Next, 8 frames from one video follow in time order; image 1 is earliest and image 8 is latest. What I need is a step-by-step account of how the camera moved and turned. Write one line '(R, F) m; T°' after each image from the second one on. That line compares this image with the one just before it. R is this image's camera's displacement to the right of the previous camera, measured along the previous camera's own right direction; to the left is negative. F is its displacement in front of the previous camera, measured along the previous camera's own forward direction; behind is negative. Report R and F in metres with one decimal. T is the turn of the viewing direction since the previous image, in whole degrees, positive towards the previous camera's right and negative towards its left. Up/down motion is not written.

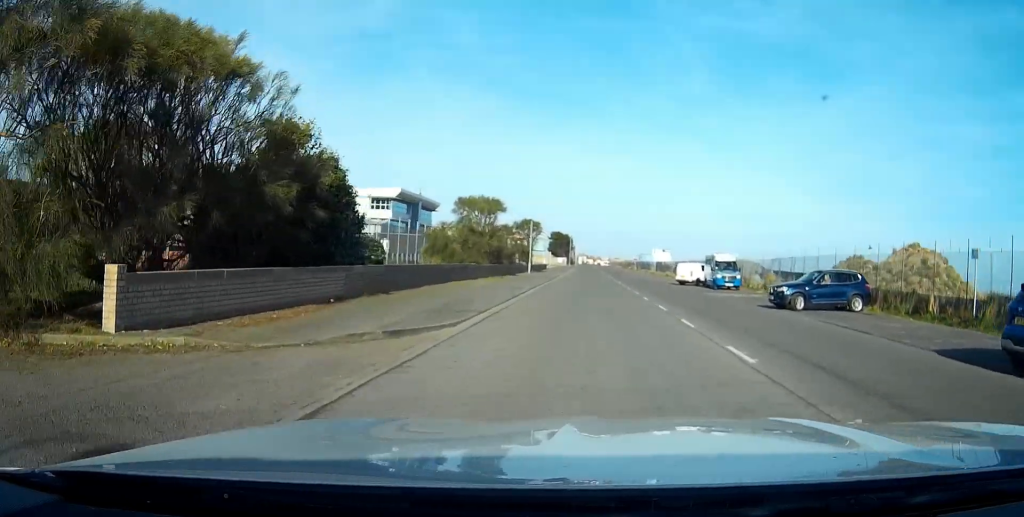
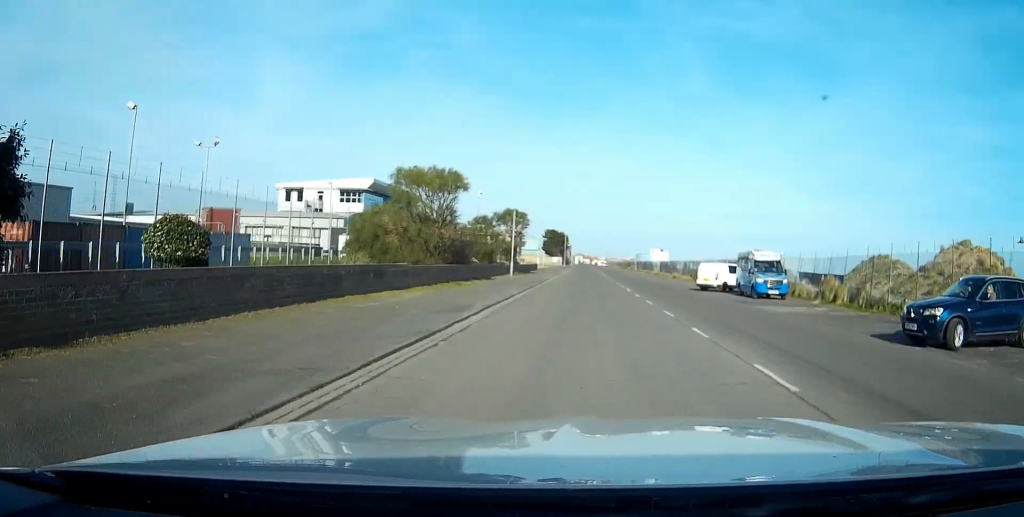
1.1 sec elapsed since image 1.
(+0.1, +13.5) m; +1°
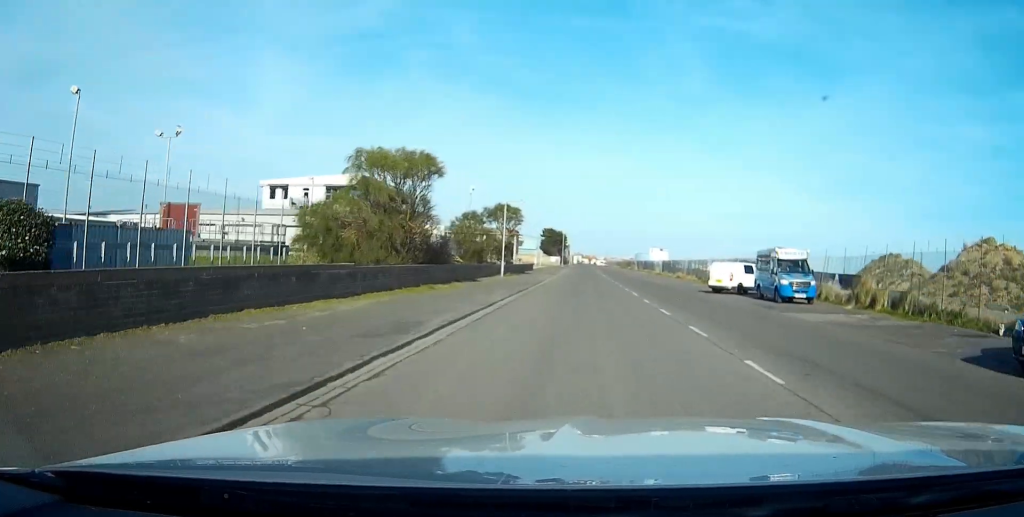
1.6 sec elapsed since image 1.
(0.0, +5.2) m; 0°
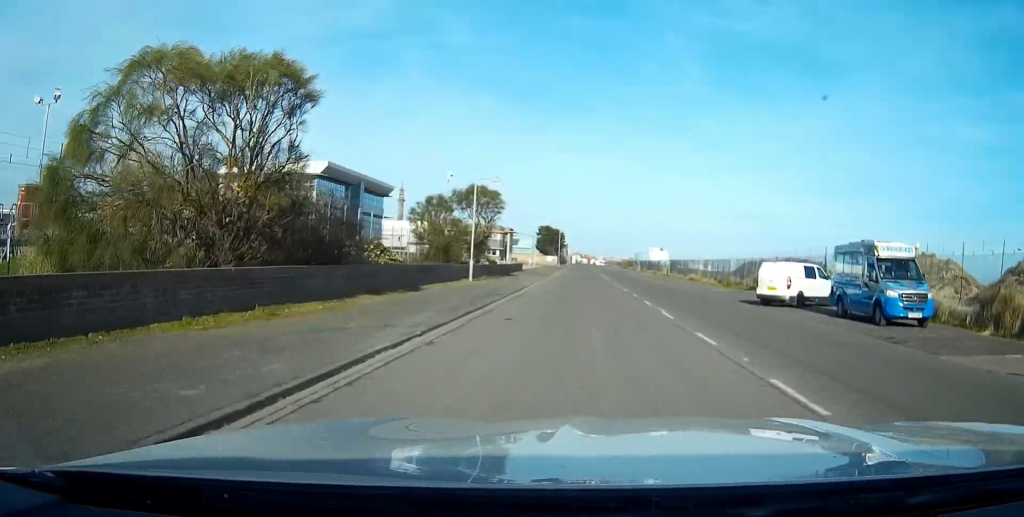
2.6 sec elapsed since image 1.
(0.0, +12.9) m; 0°
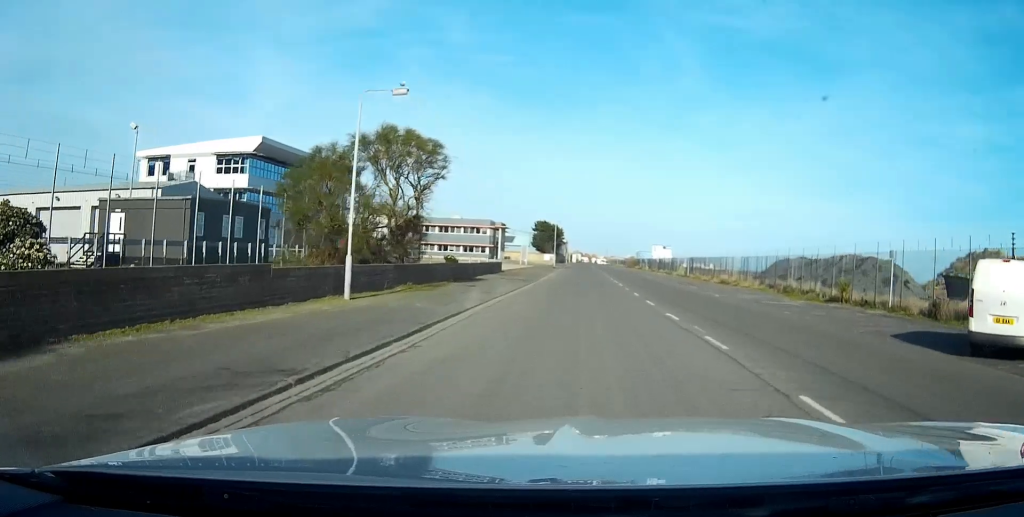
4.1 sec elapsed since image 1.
(+0.1, +18.9) m; 0°
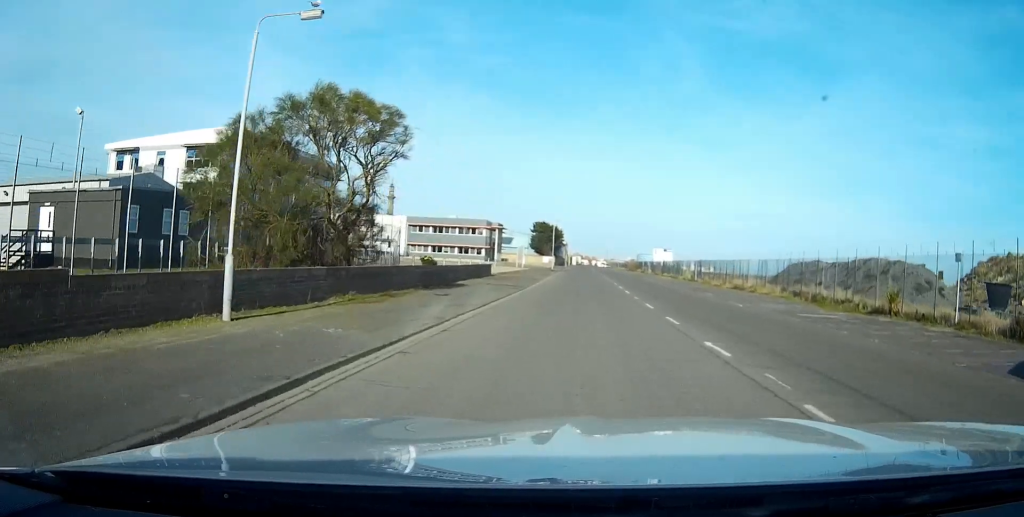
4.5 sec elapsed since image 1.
(0.0, +6.1) m; 0°
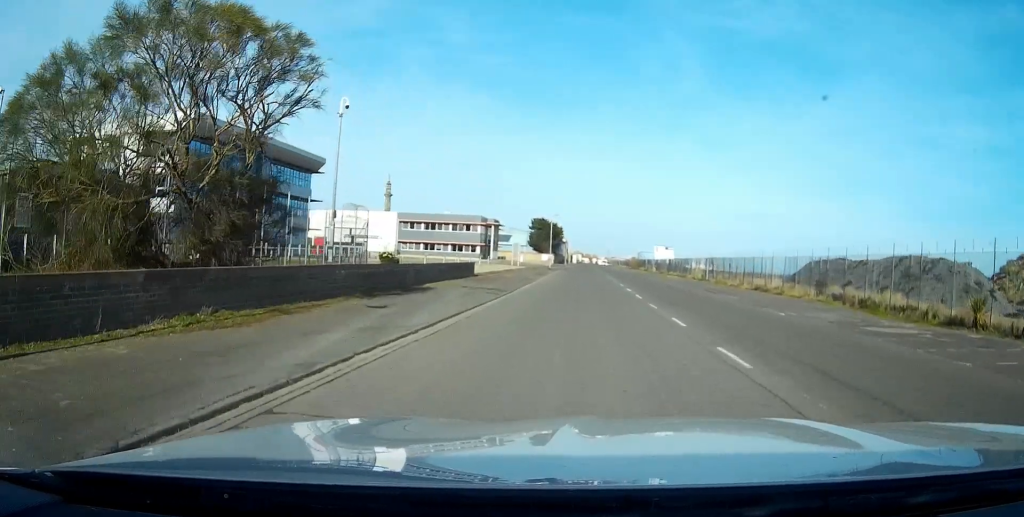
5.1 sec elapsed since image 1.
(0.0, +7.5) m; 0°
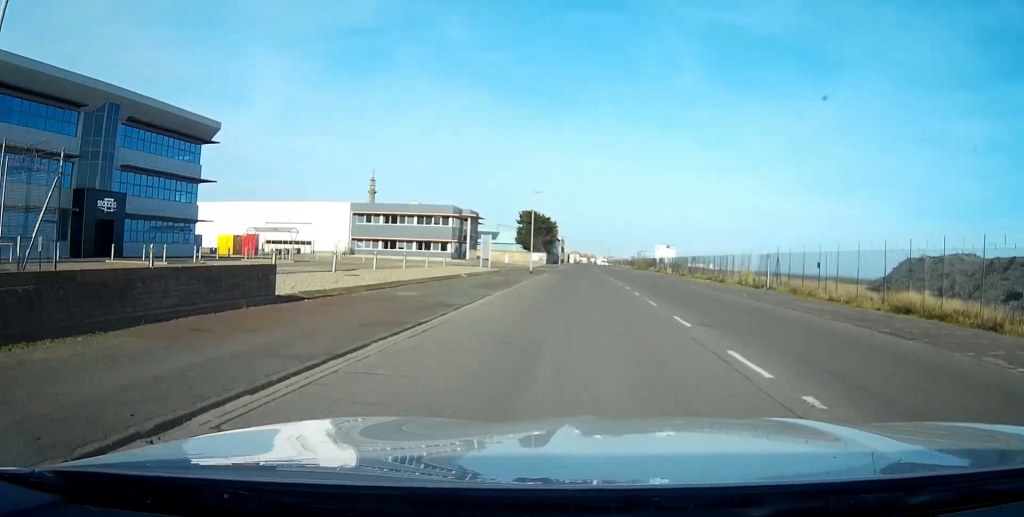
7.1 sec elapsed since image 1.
(-0.2, +26.4) m; 0°
